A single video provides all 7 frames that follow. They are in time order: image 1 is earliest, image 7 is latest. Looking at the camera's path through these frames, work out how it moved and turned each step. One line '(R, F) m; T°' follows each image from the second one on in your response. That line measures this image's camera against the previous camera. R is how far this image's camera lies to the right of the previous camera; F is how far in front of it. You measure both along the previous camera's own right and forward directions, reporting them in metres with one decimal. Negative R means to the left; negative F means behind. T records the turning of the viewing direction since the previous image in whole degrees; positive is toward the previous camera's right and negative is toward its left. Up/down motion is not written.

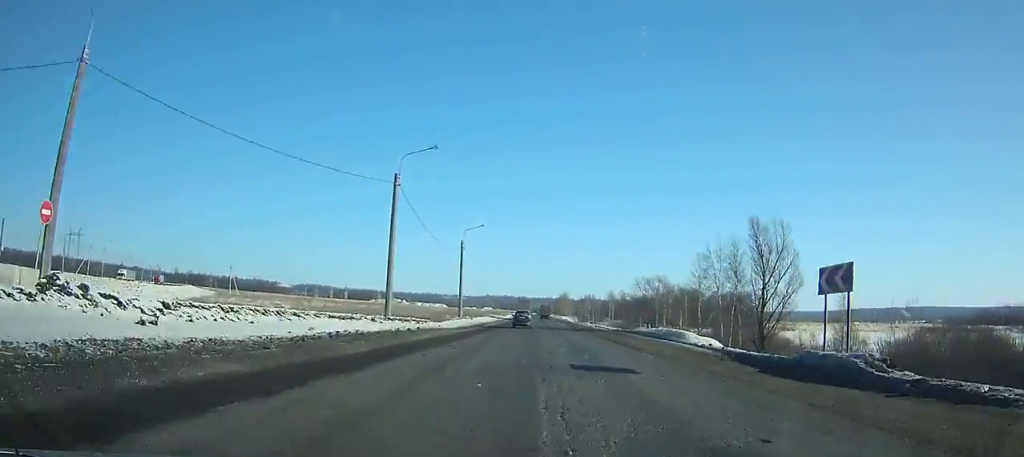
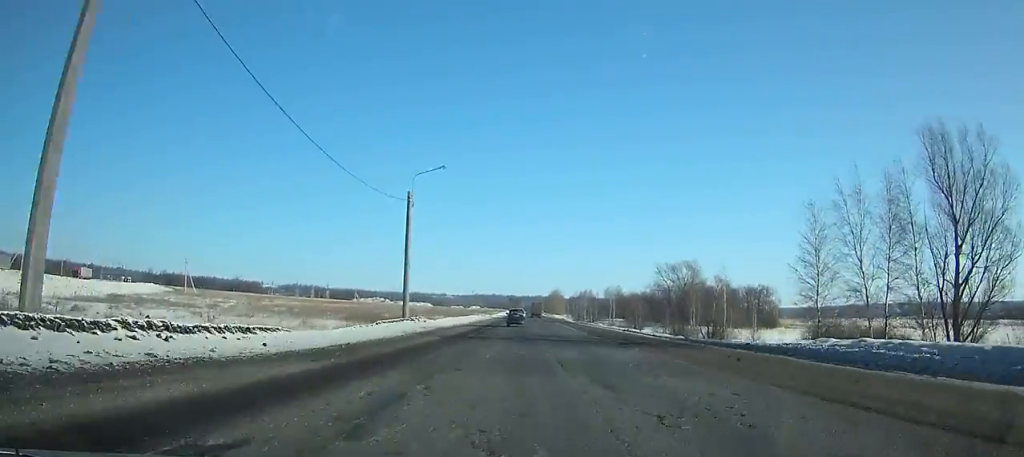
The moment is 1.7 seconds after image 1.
(-0.3, +29.1) m; 0°
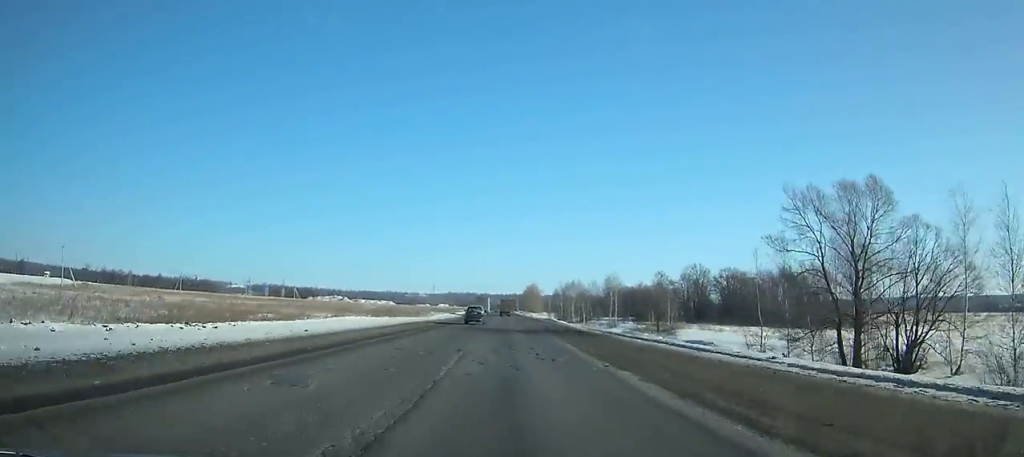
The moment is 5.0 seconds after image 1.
(+0.7, +57.2) m; 0°
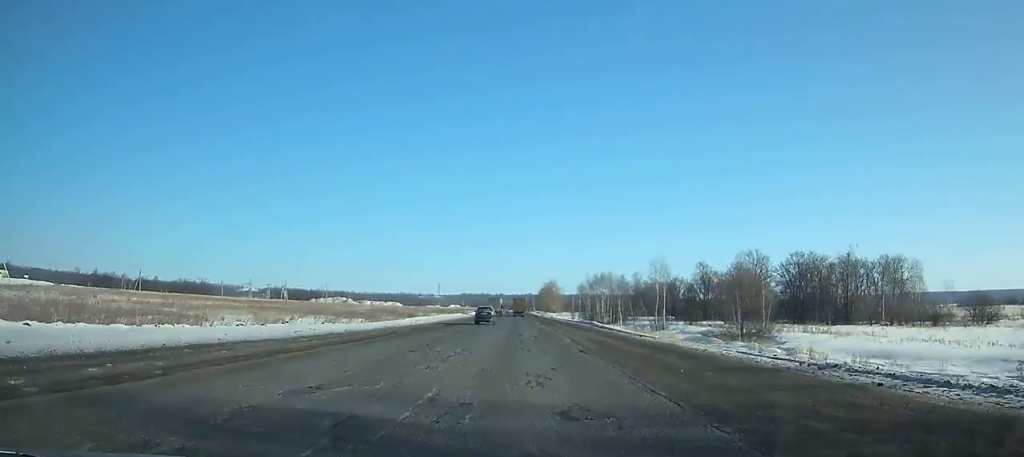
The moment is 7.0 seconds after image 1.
(-0.2, +35.0) m; -1°
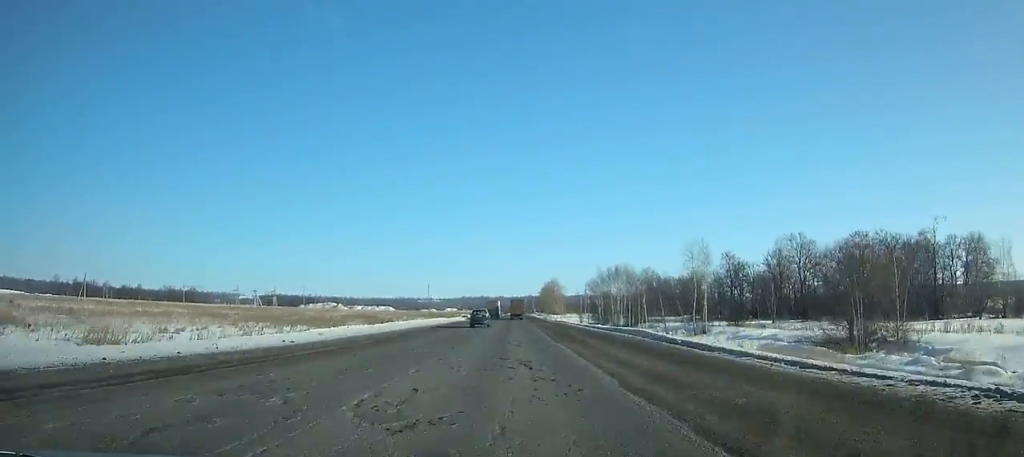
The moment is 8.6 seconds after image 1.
(-0.1, +28.0) m; -1°
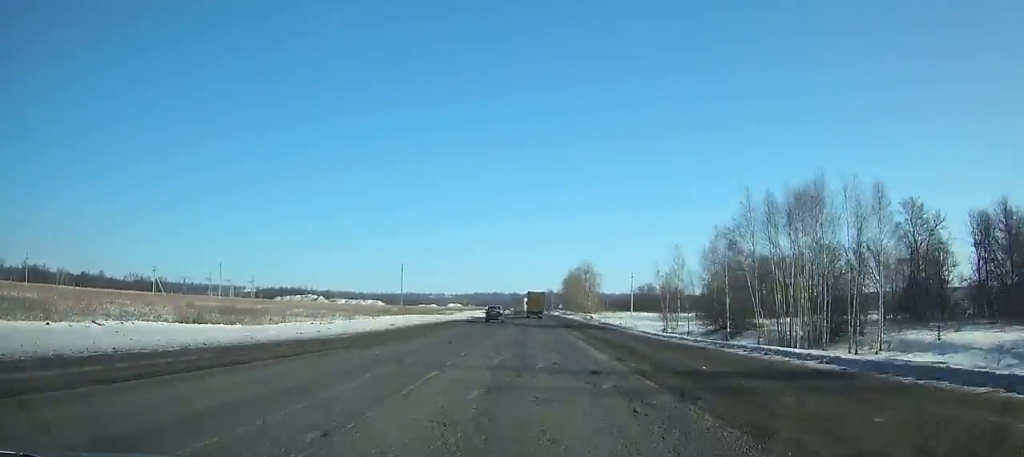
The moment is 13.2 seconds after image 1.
(-0.8, +80.8) m; -1°
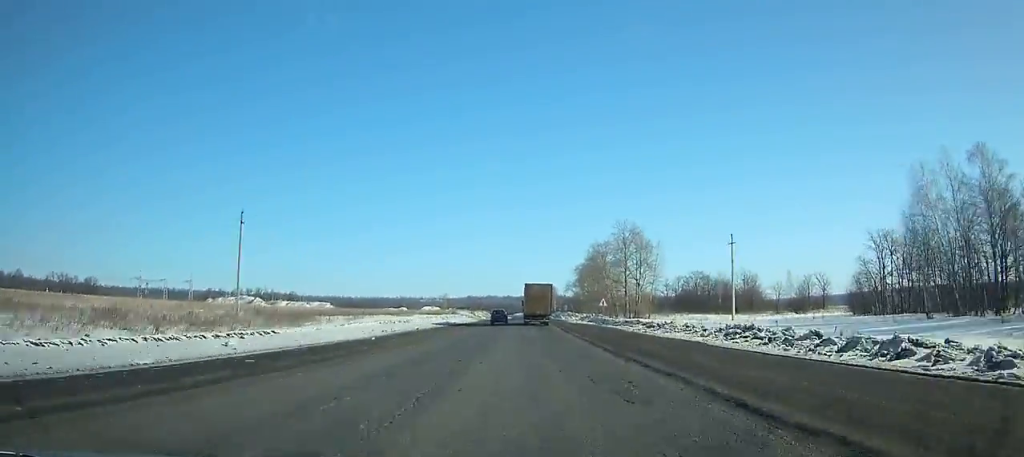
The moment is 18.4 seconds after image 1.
(+0.2, +92.3) m; 0°
